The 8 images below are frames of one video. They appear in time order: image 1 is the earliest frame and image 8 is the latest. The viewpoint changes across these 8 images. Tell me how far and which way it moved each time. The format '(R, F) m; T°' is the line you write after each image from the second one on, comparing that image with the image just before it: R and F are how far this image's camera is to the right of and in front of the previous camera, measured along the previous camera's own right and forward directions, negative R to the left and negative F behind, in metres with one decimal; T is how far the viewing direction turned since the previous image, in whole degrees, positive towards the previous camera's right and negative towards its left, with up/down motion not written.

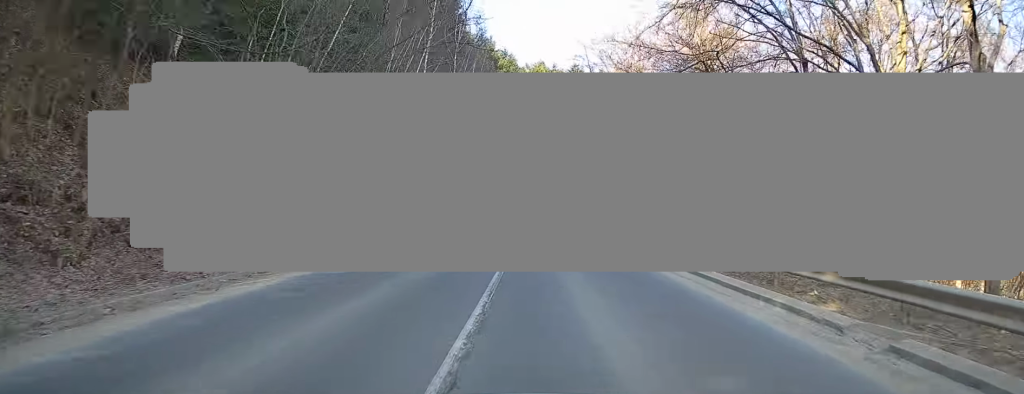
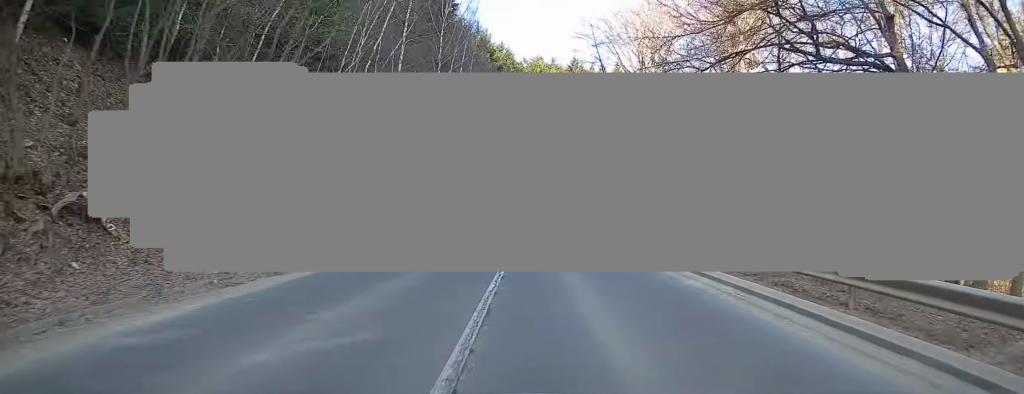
(+0.1, +6.7) m; 0°
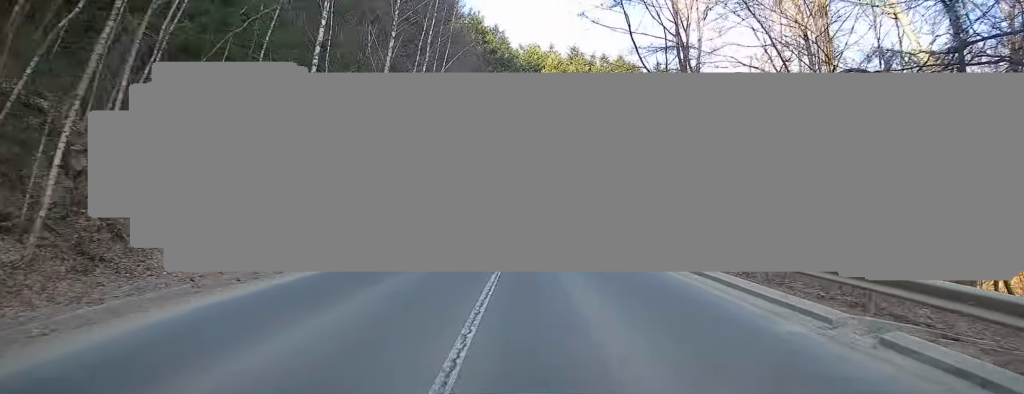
(-0.3, +12.5) m; 0°
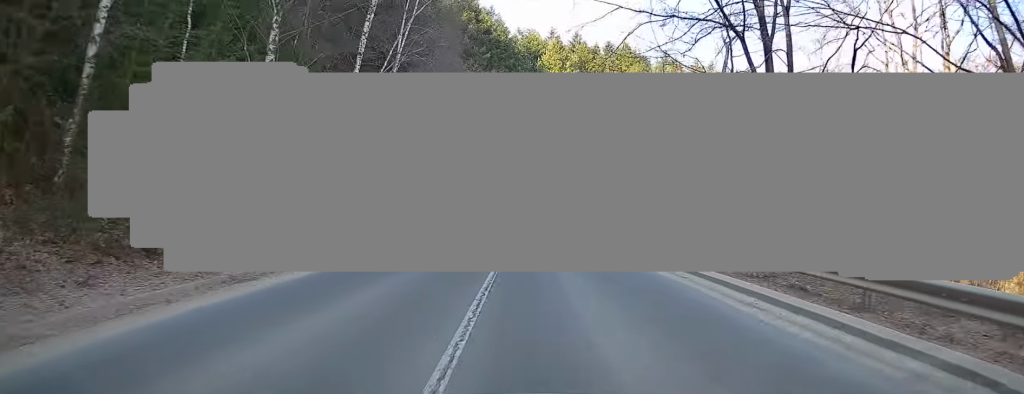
(+0.3, +12.0) m; +1°
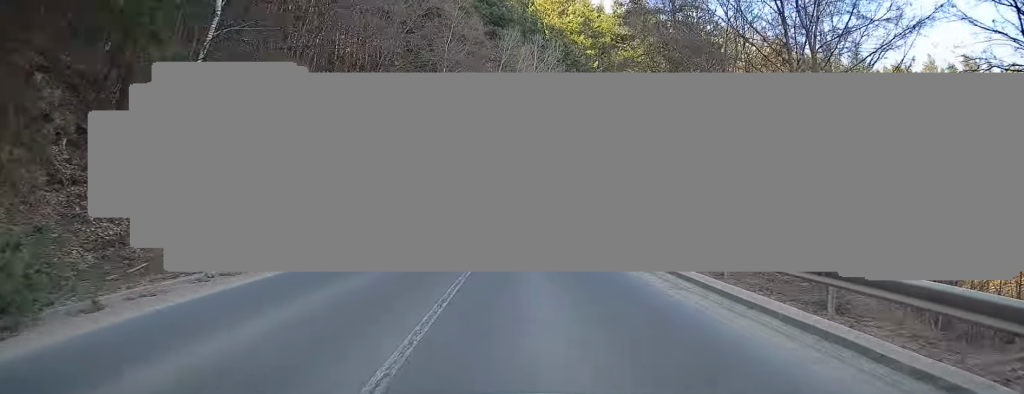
(+1.2, +31.6) m; +5°
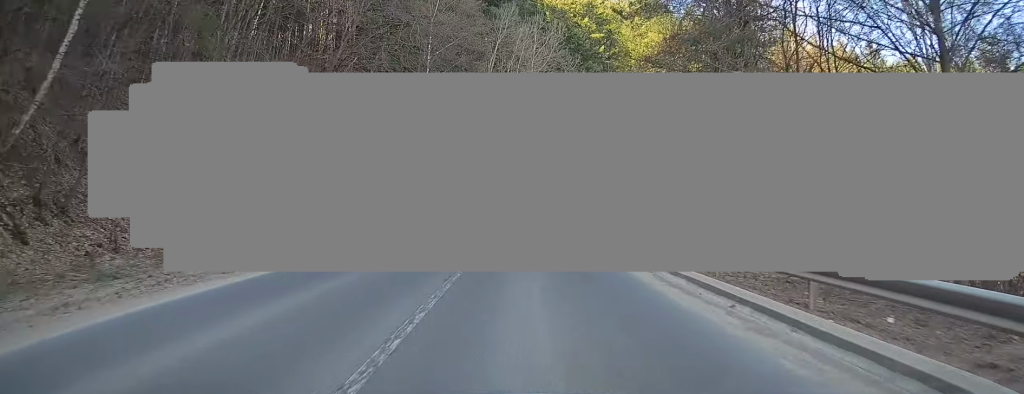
(0.0, +7.8) m; 0°
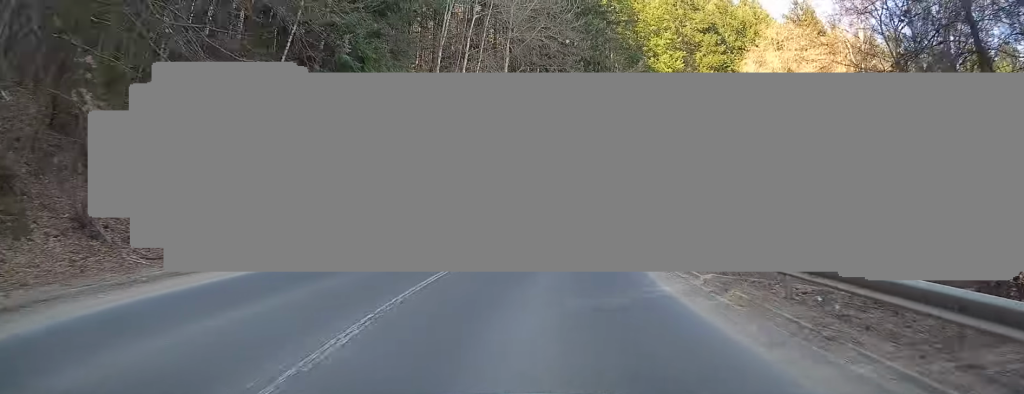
(0.0, +19.4) m; +3°
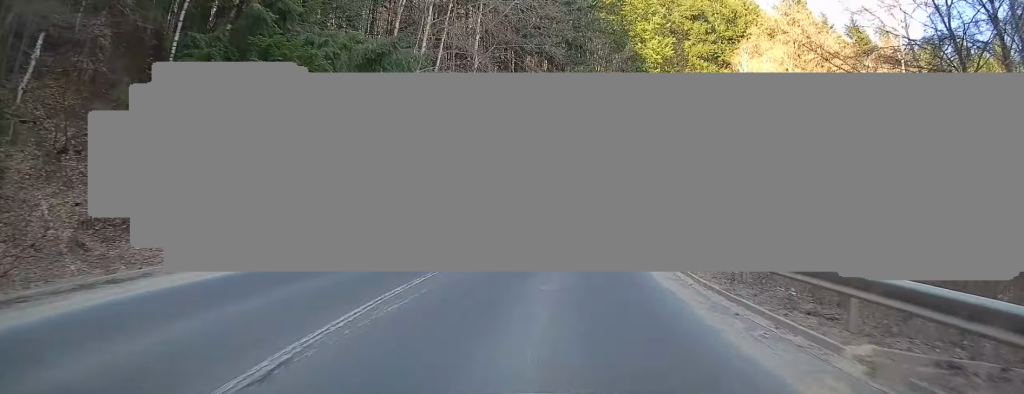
(+0.2, +6.3) m; +2°
